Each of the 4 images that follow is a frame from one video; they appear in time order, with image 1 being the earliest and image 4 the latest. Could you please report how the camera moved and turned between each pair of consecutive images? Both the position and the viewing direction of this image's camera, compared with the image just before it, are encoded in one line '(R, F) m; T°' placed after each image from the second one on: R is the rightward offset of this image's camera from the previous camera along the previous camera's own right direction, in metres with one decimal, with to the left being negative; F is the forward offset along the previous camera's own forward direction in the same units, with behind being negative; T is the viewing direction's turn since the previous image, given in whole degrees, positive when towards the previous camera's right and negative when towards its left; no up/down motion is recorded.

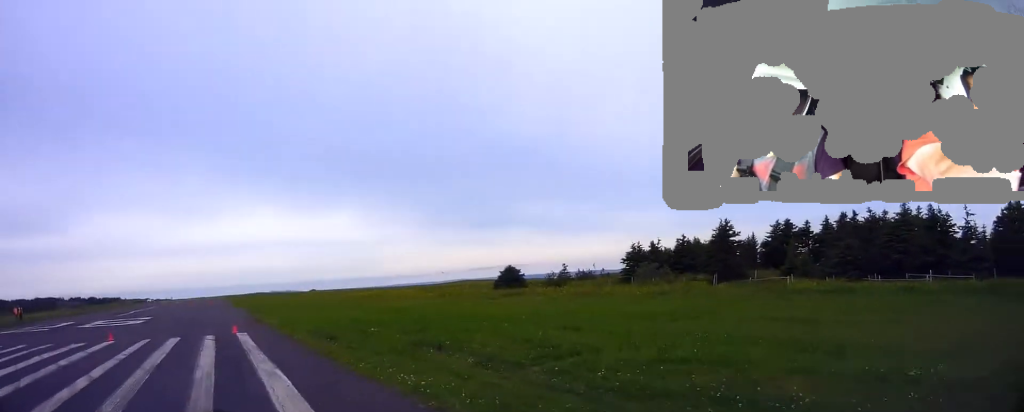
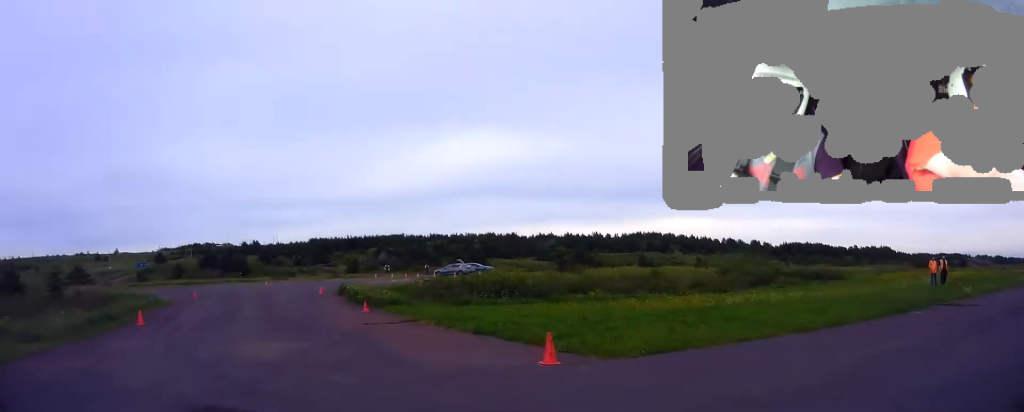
(-20.7, +23.9) m; -78°
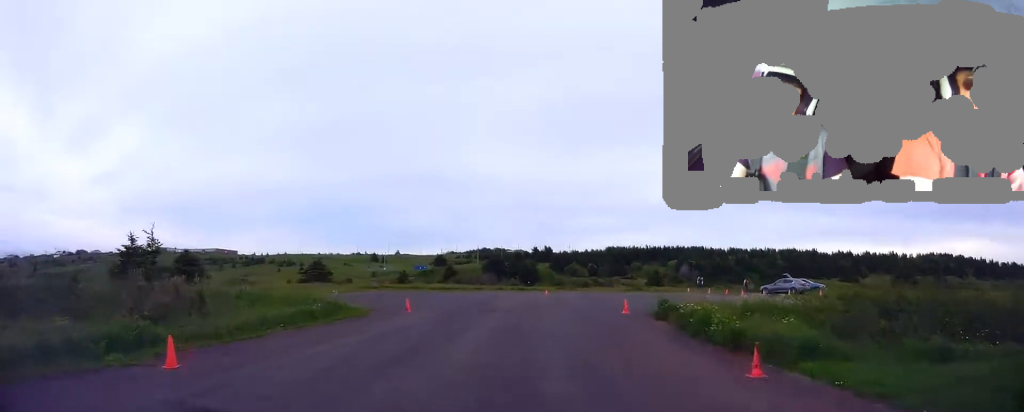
(-4.1, +11.9) m; -23°
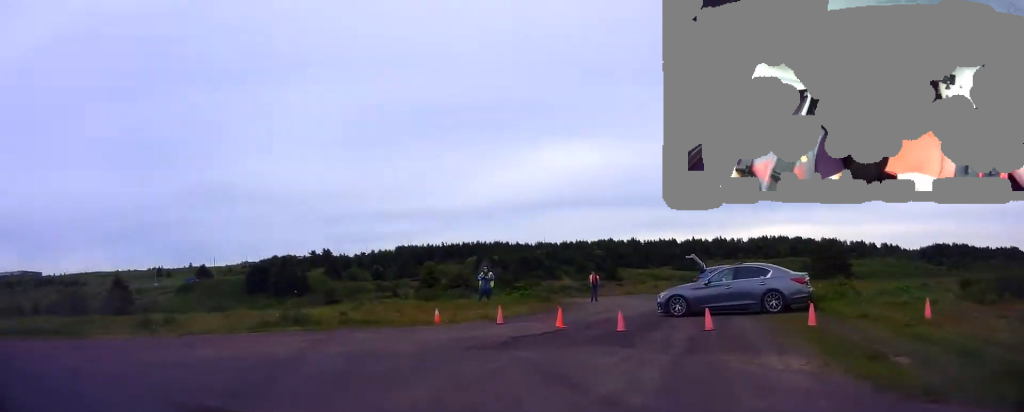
(+5.7, +33.8) m; -2°
